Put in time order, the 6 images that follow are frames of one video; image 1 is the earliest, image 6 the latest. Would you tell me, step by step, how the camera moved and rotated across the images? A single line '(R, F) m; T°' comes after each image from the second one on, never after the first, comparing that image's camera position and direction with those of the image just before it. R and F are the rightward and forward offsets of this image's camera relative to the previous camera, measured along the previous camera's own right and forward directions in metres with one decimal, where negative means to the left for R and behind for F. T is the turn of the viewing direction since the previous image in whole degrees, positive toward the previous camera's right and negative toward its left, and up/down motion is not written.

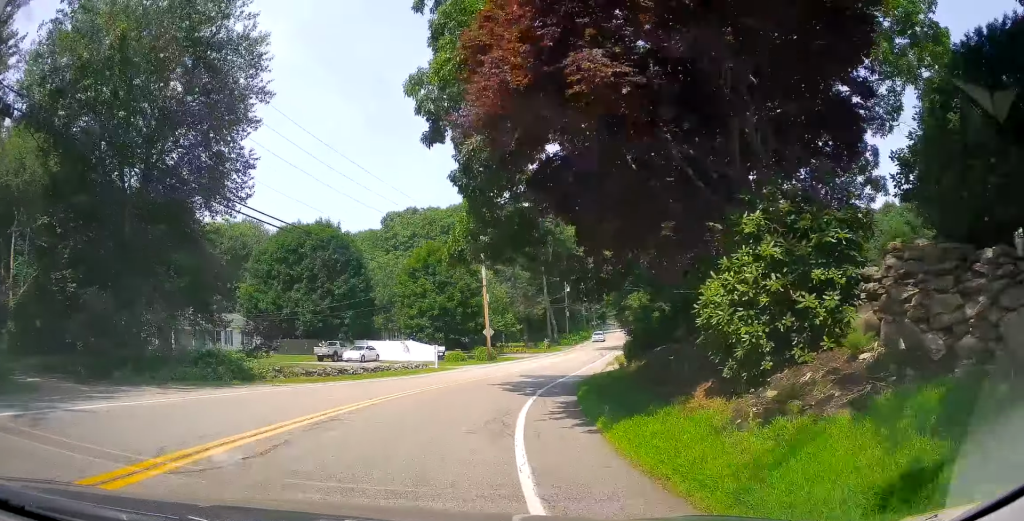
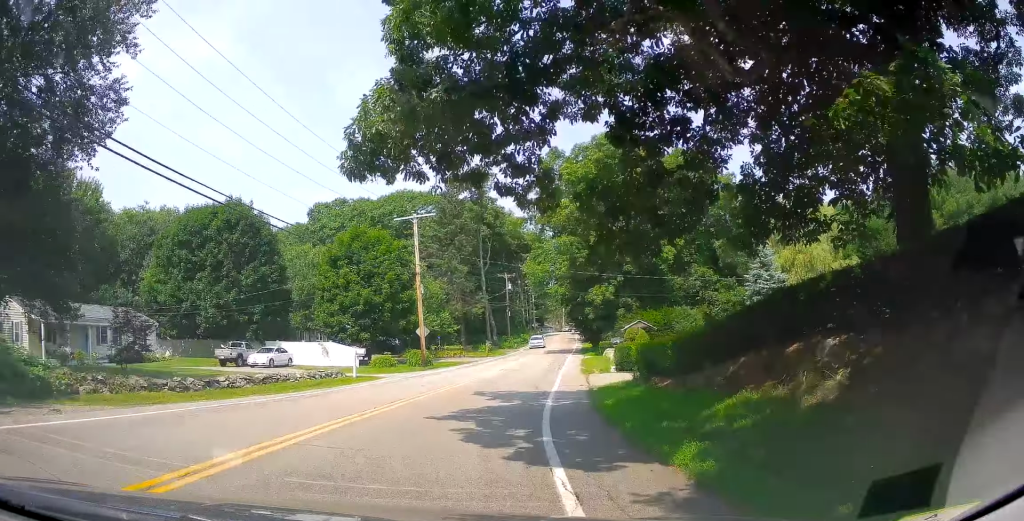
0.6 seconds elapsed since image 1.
(0.0, +9.7) m; +6°
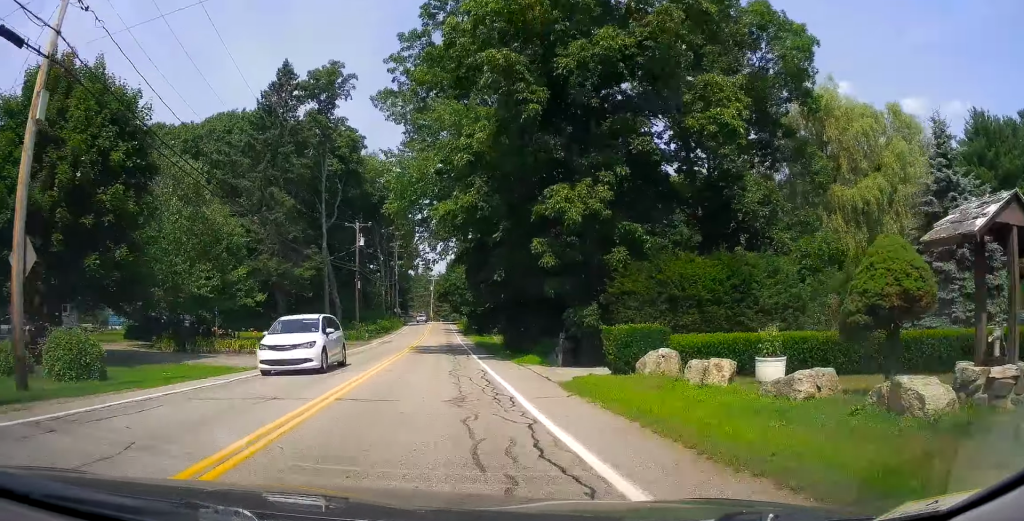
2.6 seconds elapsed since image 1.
(+6.3, +29.6) m; +16°
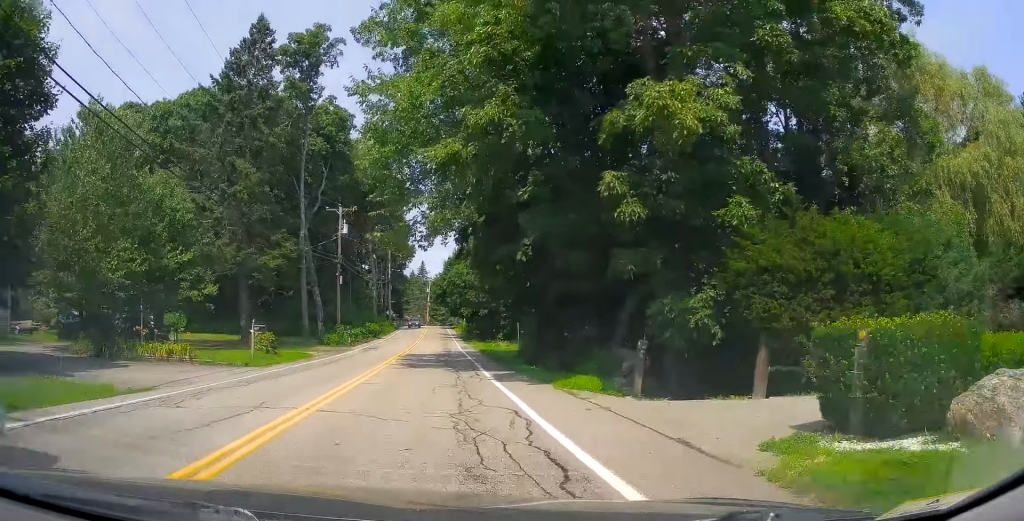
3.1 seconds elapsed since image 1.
(-0.2, +8.4) m; -1°
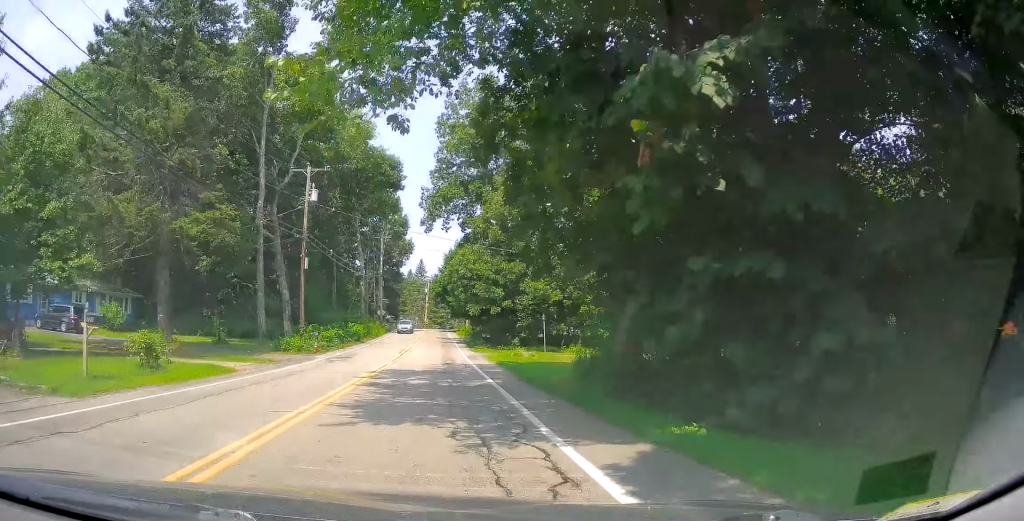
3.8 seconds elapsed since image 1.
(-0.2, +11.8) m; -1°
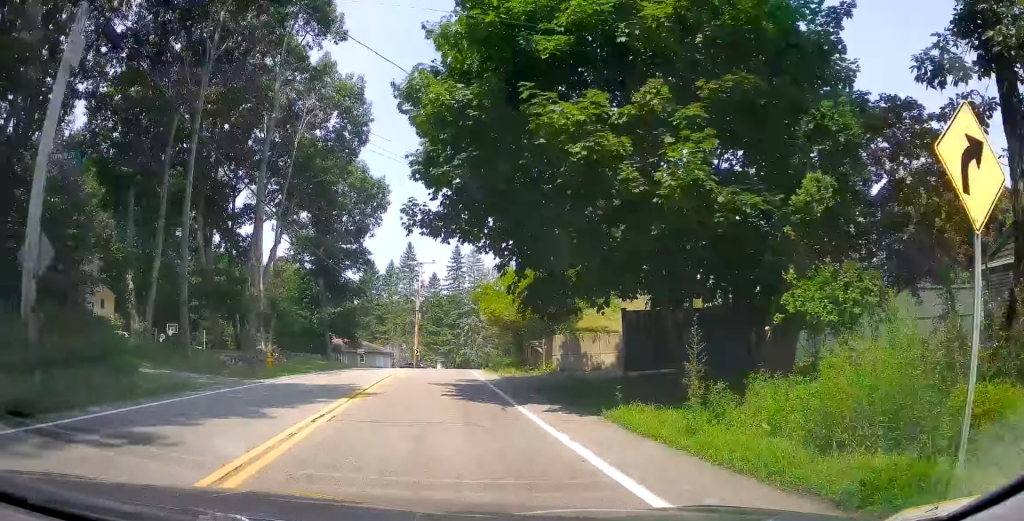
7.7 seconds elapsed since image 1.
(+1.2, +67.2) m; +3°
